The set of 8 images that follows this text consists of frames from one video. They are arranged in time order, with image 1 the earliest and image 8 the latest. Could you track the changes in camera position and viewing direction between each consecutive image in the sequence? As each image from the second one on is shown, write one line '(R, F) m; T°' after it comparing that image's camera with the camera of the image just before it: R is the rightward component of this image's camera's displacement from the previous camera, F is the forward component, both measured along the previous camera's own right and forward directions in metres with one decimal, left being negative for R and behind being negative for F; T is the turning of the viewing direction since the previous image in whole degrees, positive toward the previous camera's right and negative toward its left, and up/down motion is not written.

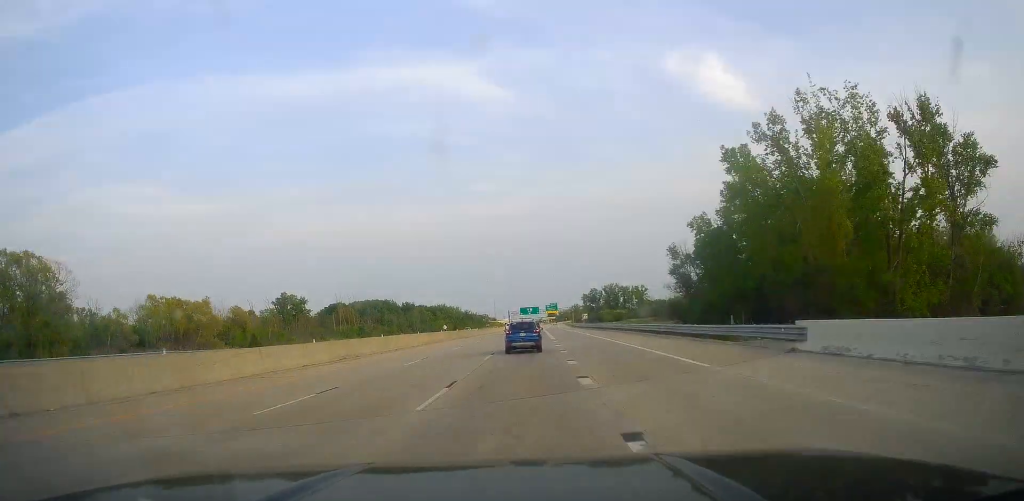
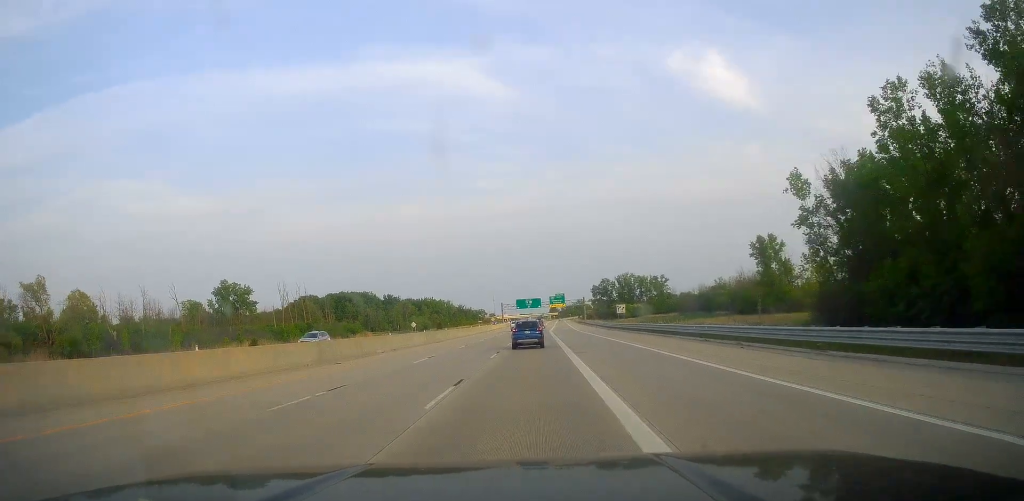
(+0.1, +60.1) m; 0°
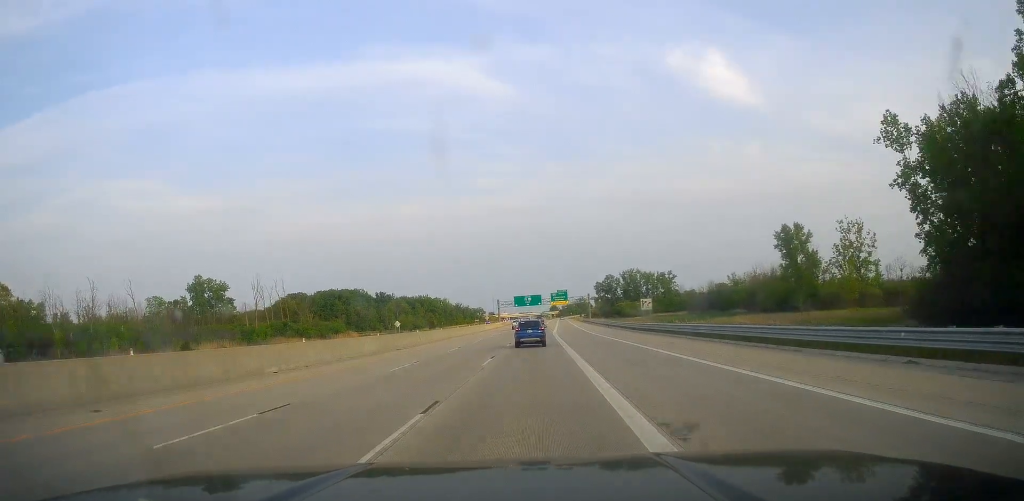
(+0.4, +19.7) m; 0°
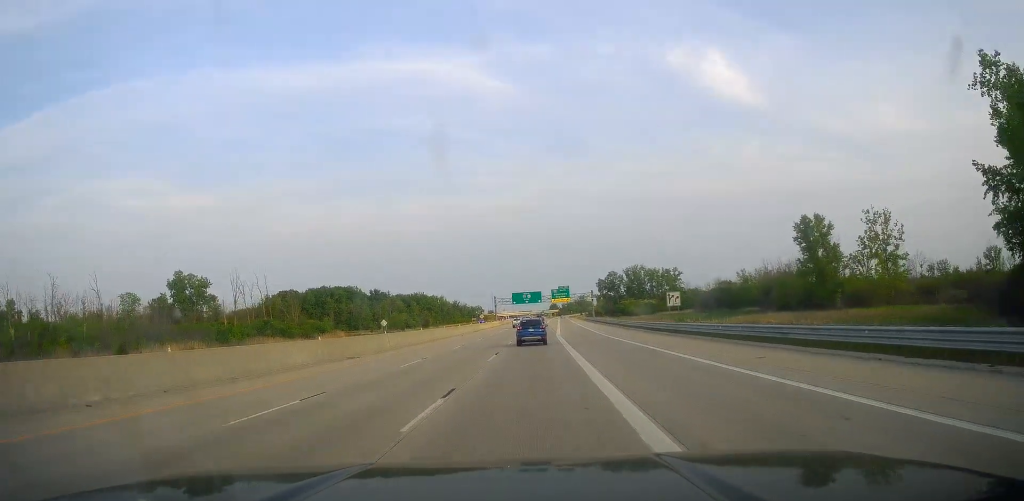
(-0.2, +13.1) m; 0°
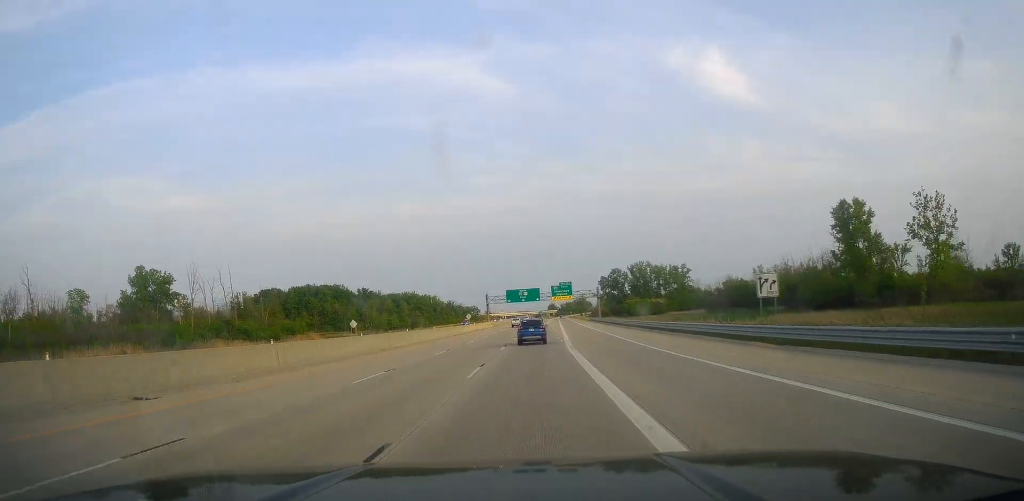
(-0.6, +21.9) m; 0°
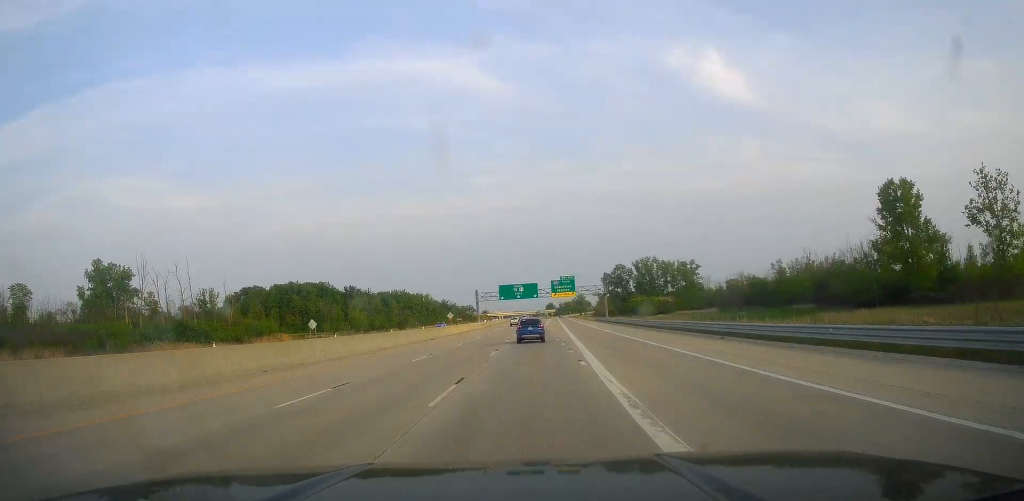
(+0.5, +20.8) m; 0°
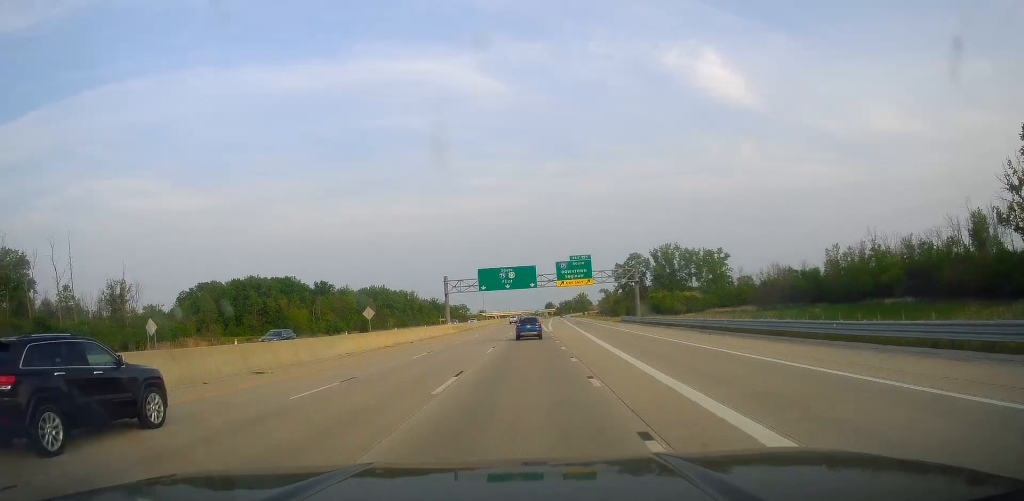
(-0.2, +43.7) m; 0°
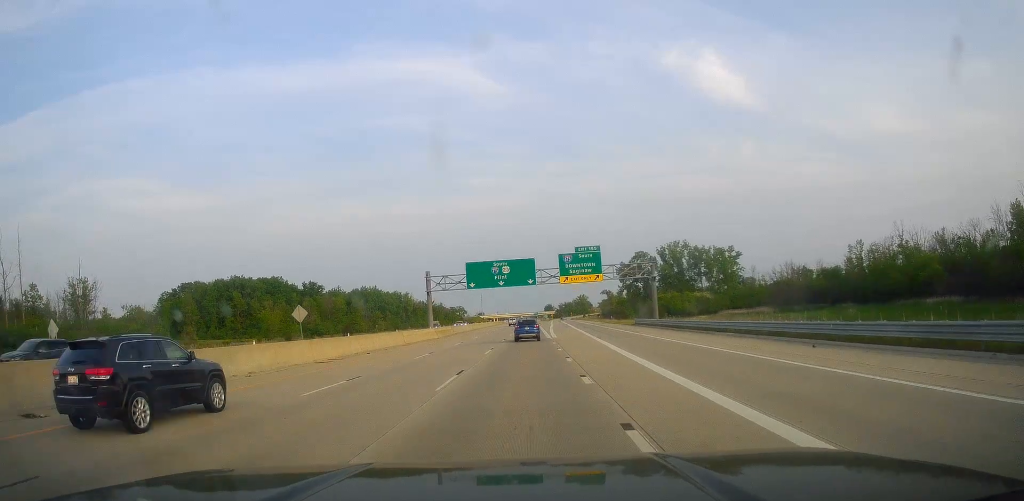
(+0.3, +14.3) m; 0°
